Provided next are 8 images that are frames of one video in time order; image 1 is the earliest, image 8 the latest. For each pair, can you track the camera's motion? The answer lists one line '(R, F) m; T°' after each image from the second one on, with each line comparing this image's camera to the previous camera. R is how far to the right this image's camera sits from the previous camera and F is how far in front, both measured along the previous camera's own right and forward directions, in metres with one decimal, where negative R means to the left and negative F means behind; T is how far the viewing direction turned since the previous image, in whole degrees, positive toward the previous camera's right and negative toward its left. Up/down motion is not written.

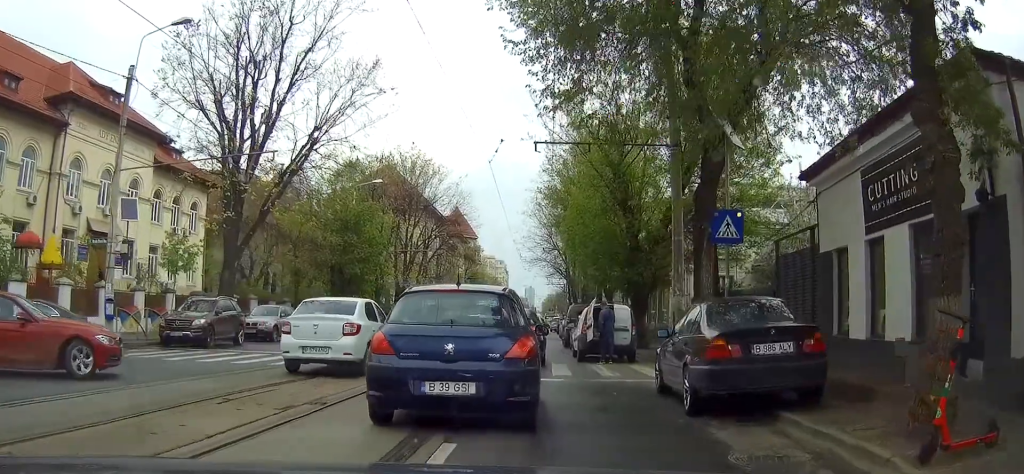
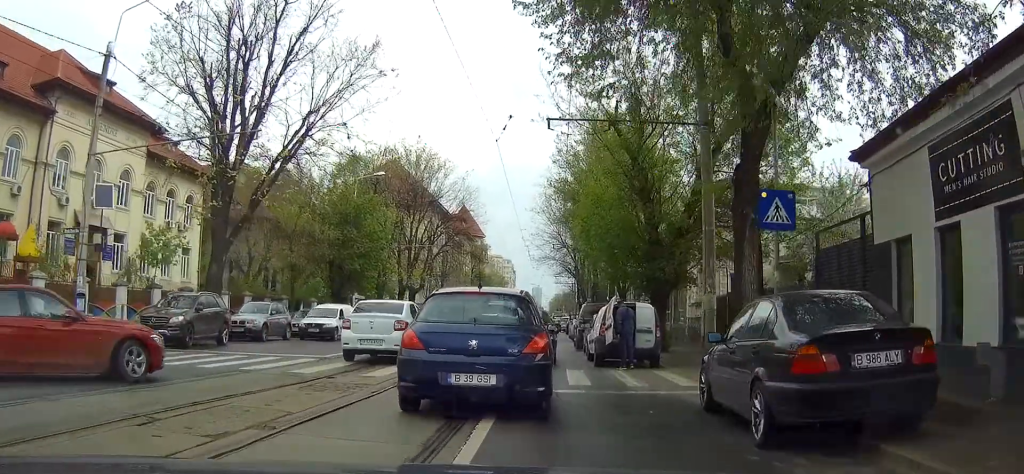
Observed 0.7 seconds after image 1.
(-0.2, +2.4) m; -3°
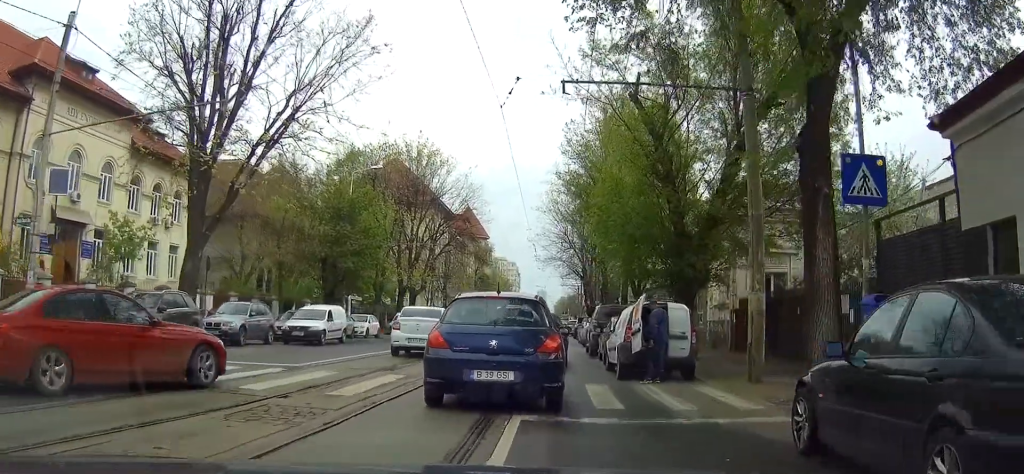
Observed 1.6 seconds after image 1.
(0.0, +3.1) m; +1°
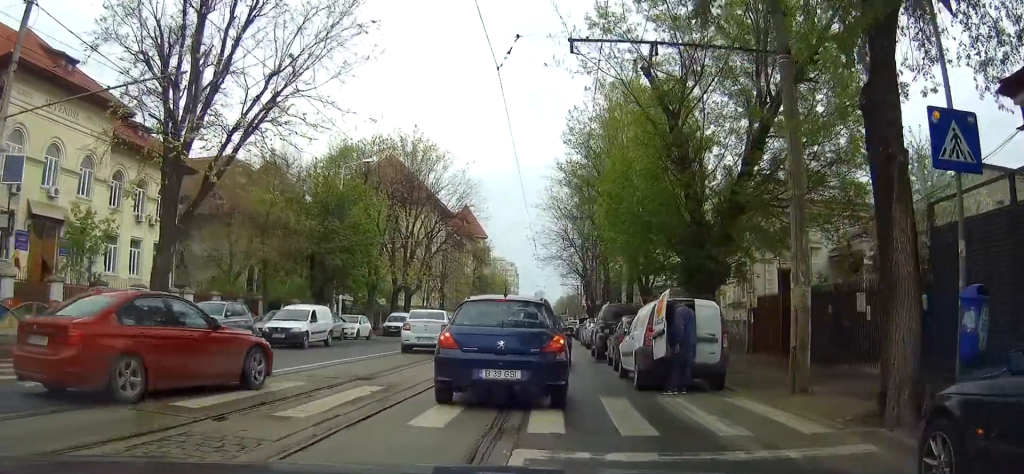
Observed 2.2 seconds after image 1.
(+0.1, +2.3) m; +1°
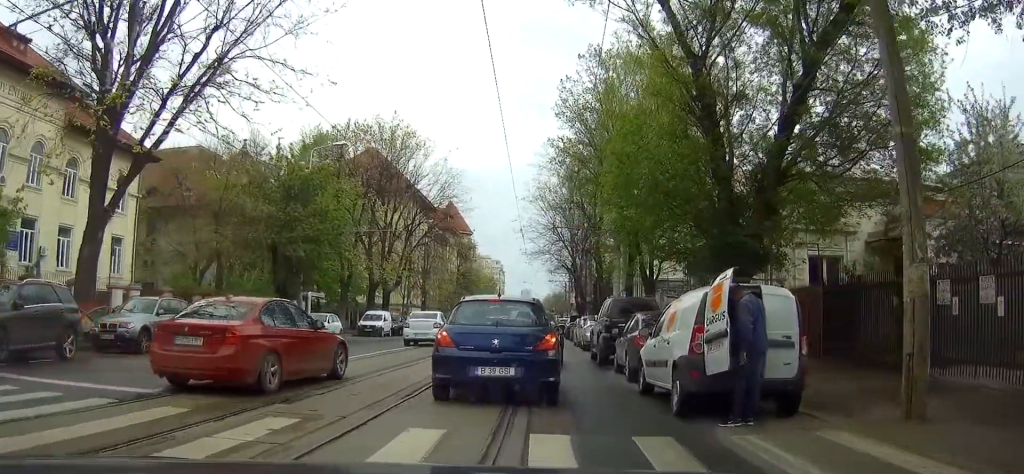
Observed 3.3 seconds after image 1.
(0.0, +4.2) m; +2°
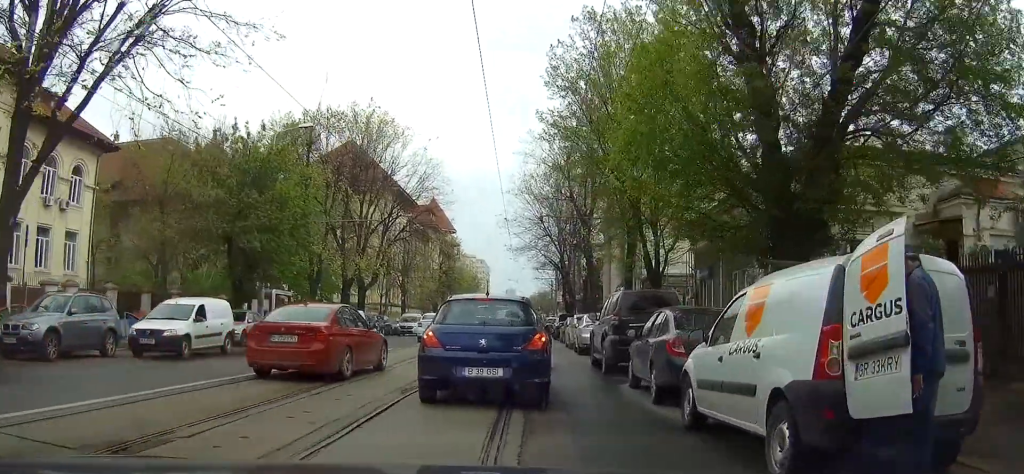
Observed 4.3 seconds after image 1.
(+0.1, +4.0) m; -3°
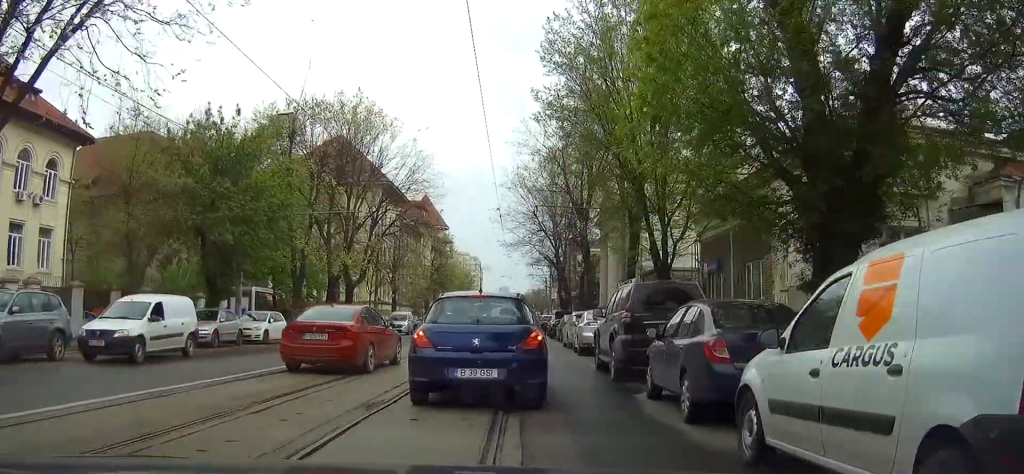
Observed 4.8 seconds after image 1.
(-0.1, +2.1) m; -2°
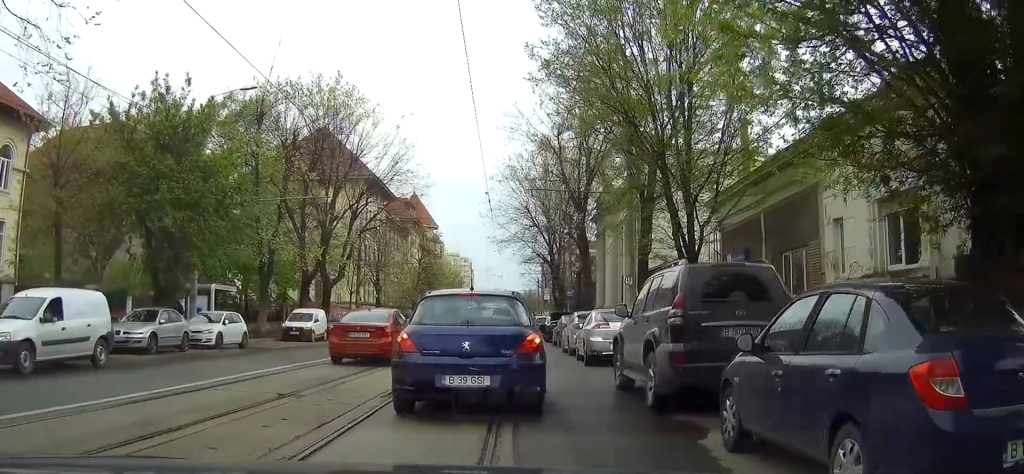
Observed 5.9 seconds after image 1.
(-0.1, +4.0) m; +1°
